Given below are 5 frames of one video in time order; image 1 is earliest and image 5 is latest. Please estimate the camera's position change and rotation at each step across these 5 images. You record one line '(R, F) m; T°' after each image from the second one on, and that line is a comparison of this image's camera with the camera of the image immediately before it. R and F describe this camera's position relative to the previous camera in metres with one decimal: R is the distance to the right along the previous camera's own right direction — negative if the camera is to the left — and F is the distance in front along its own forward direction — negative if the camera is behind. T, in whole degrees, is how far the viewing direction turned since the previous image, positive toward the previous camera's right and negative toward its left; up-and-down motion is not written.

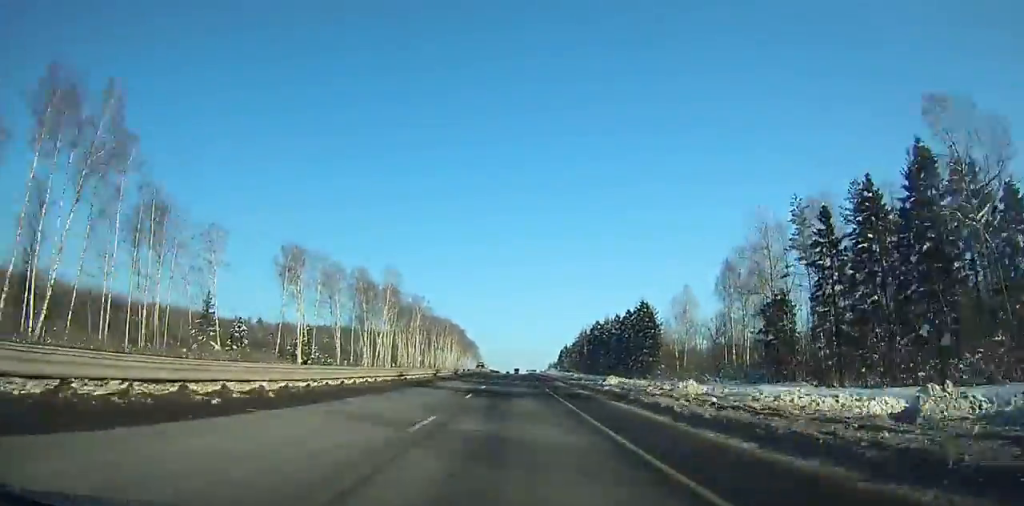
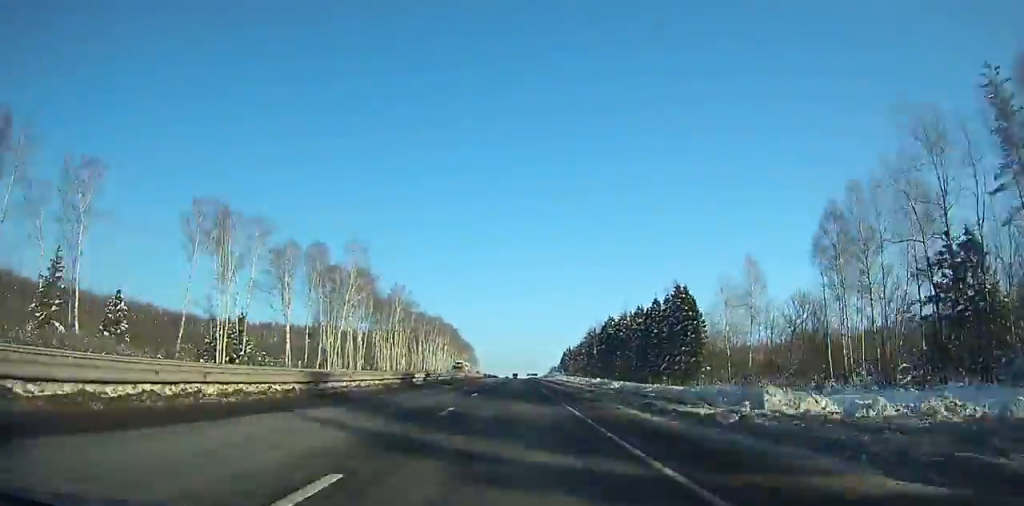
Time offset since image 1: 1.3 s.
(+0.1, +31.2) m; 0°
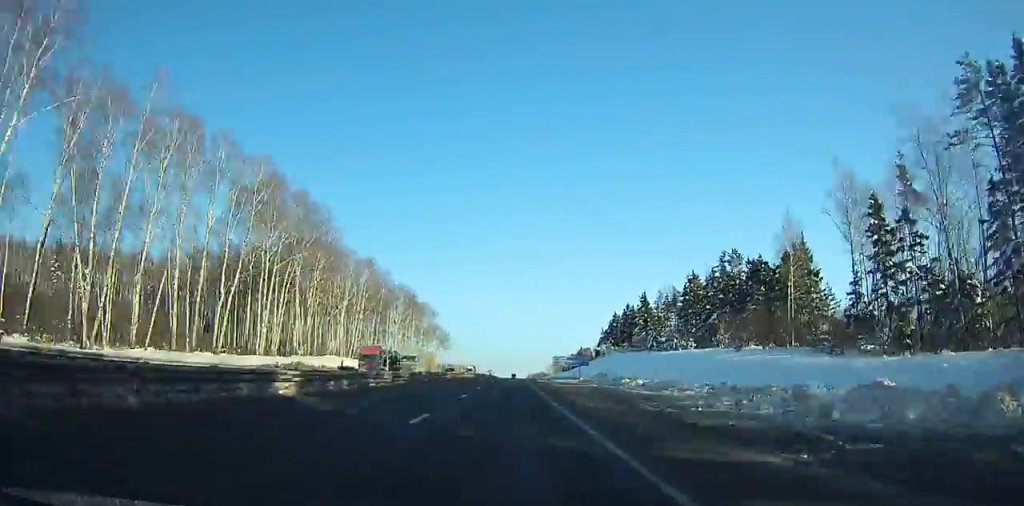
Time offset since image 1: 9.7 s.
(+2.3, +206.0) m; +2°
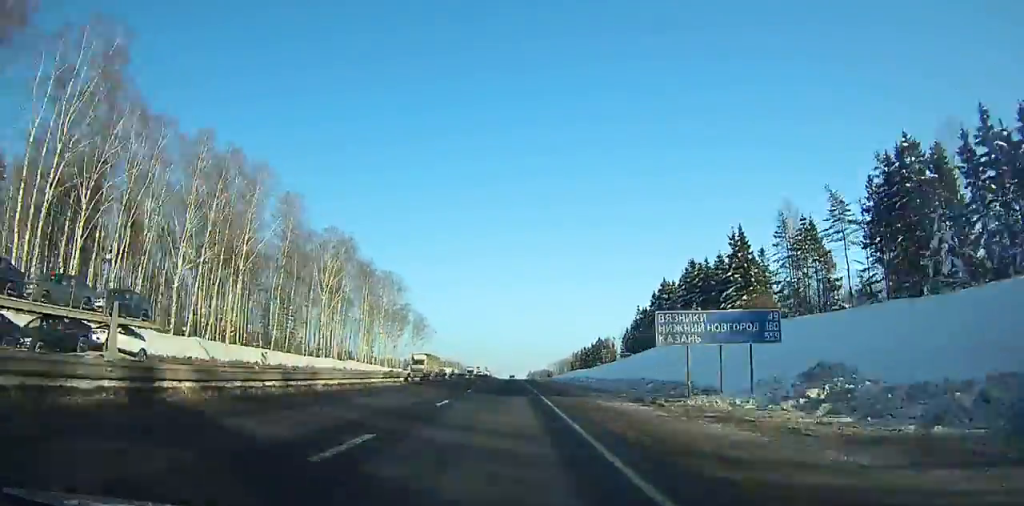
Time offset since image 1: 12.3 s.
(-0.9, +66.0) m; -1°
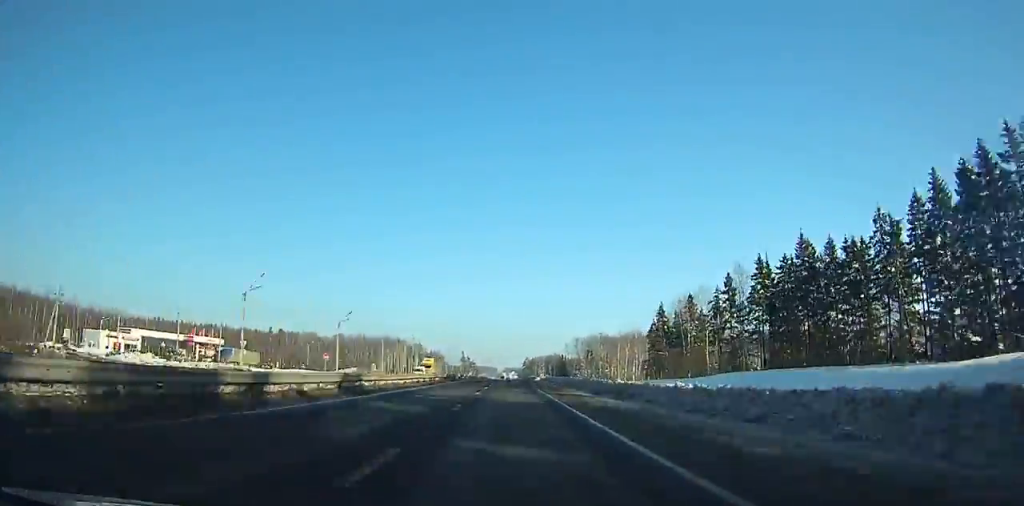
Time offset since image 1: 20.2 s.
(-0.1, +210.3) m; 0°
